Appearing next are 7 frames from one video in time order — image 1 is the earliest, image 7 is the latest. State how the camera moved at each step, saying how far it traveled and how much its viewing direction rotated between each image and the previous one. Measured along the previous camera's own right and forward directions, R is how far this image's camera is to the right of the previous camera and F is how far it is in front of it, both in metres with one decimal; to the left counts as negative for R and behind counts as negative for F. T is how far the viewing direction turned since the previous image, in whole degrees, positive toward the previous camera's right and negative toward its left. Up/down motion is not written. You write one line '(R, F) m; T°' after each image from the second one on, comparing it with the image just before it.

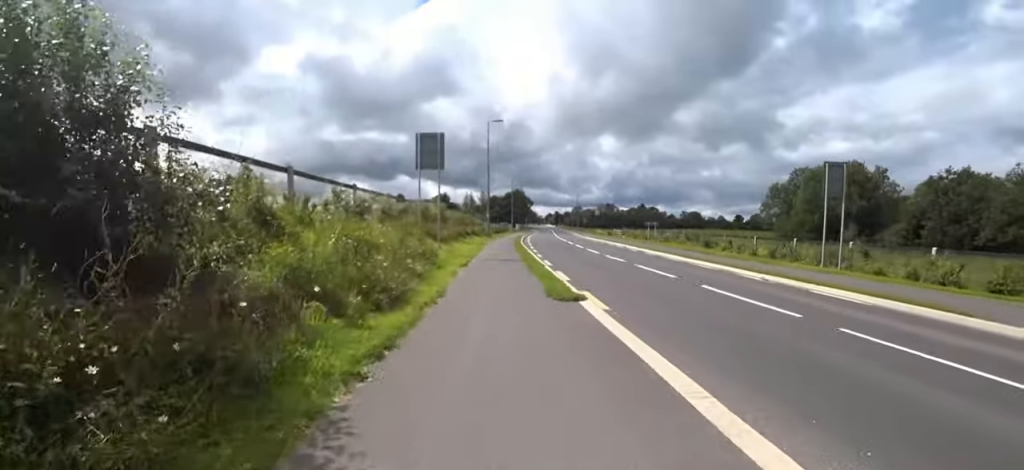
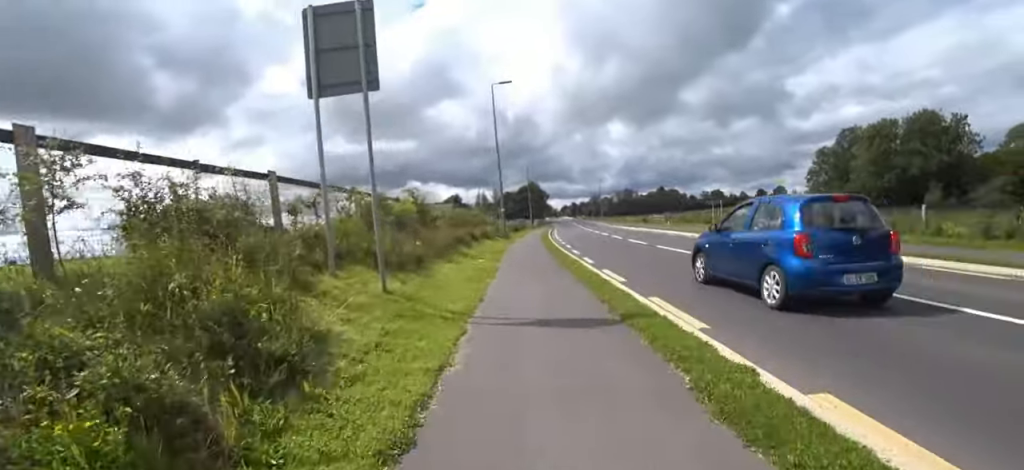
(0.0, +10.2) m; 0°
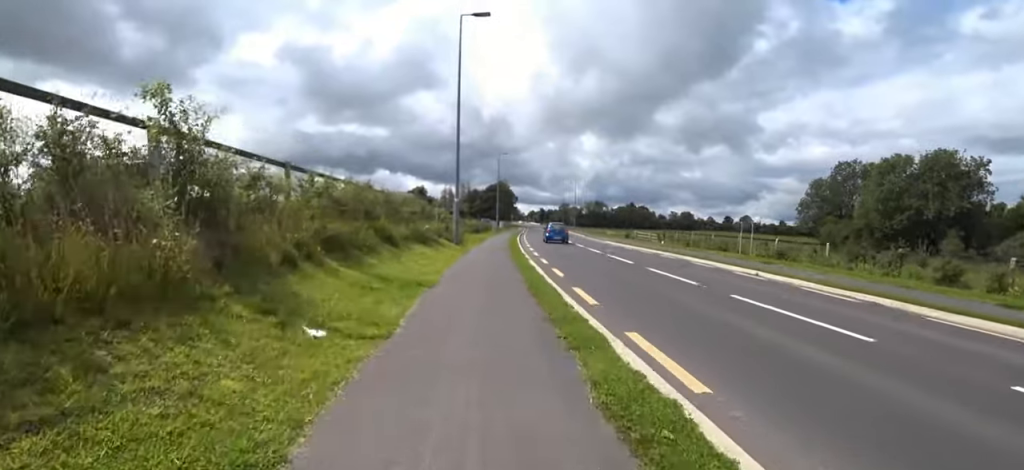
(-0.3, +9.6) m; 0°
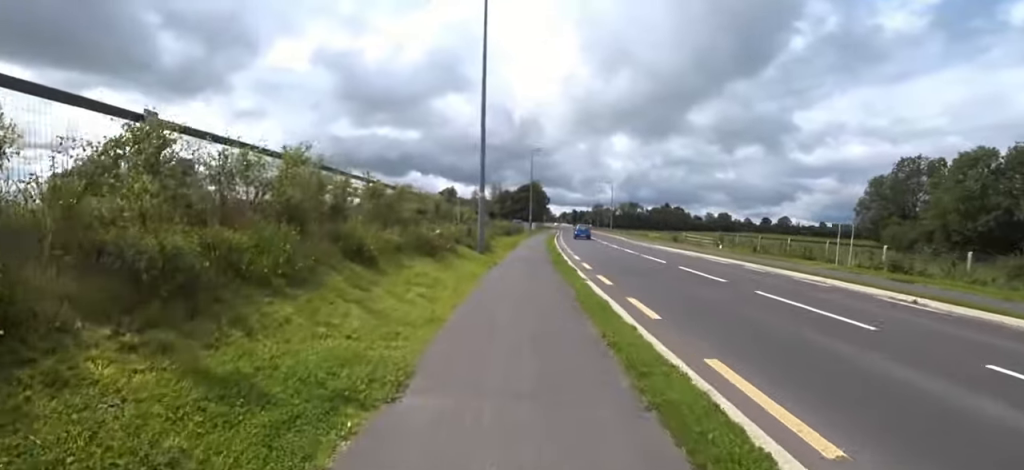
(-0.4, +4.9) m; 0°
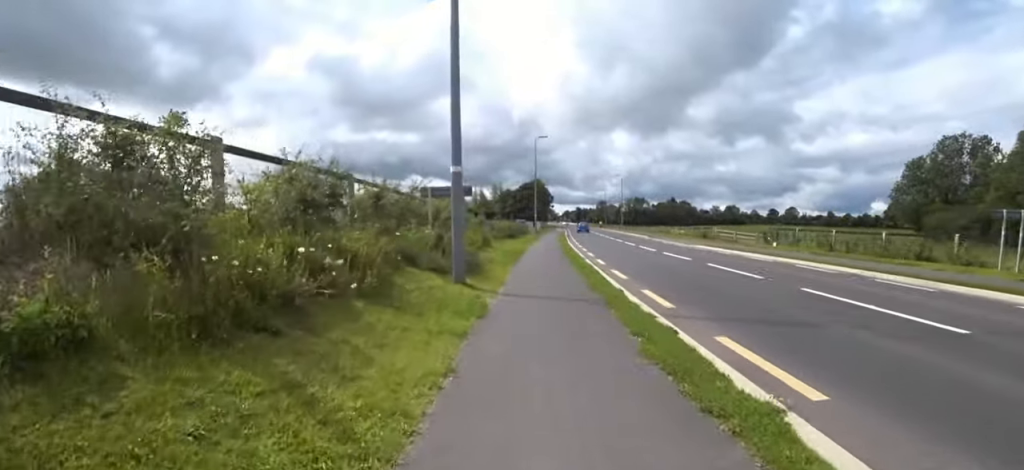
(+0.7, +7.0) m; 0°
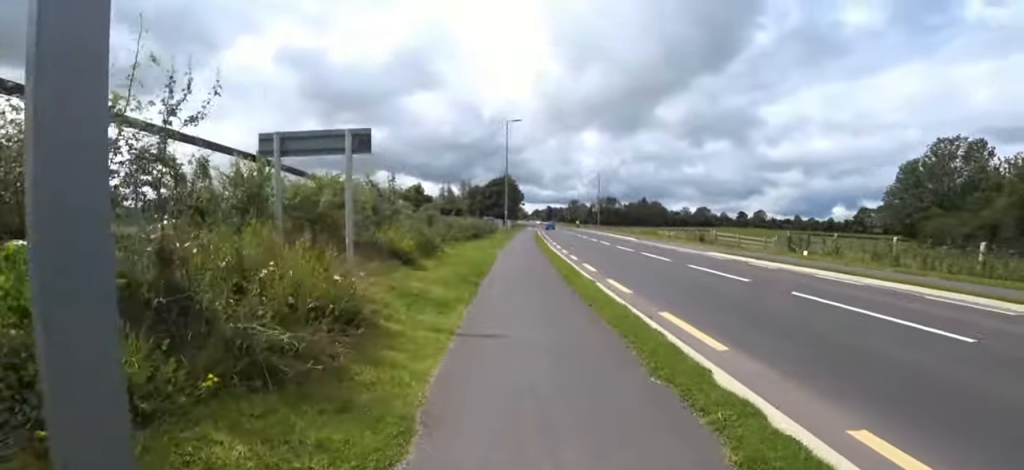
(-1.1, +6.6) m; 0°
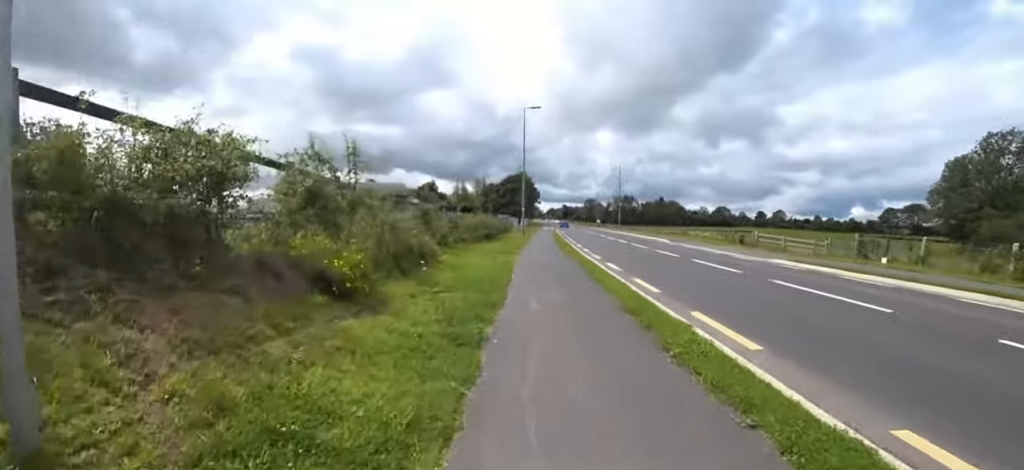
(+1.0, +3.8) m; 0°
